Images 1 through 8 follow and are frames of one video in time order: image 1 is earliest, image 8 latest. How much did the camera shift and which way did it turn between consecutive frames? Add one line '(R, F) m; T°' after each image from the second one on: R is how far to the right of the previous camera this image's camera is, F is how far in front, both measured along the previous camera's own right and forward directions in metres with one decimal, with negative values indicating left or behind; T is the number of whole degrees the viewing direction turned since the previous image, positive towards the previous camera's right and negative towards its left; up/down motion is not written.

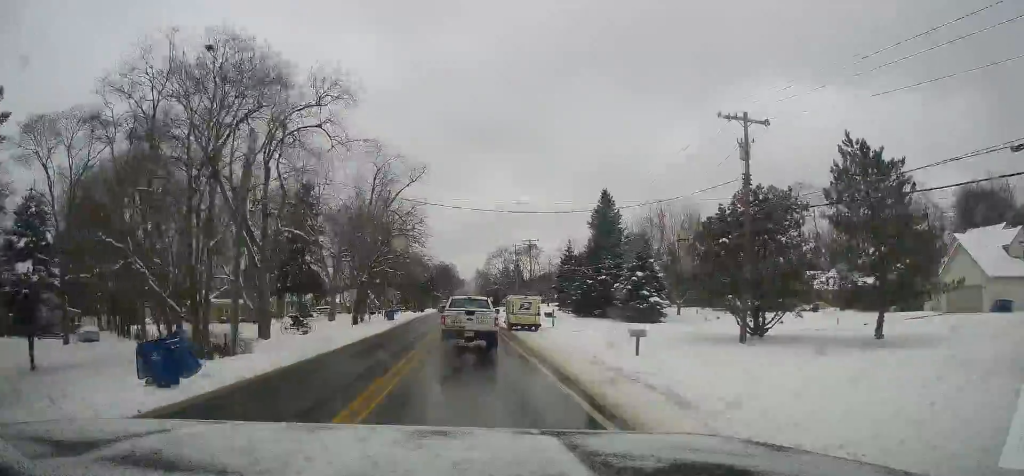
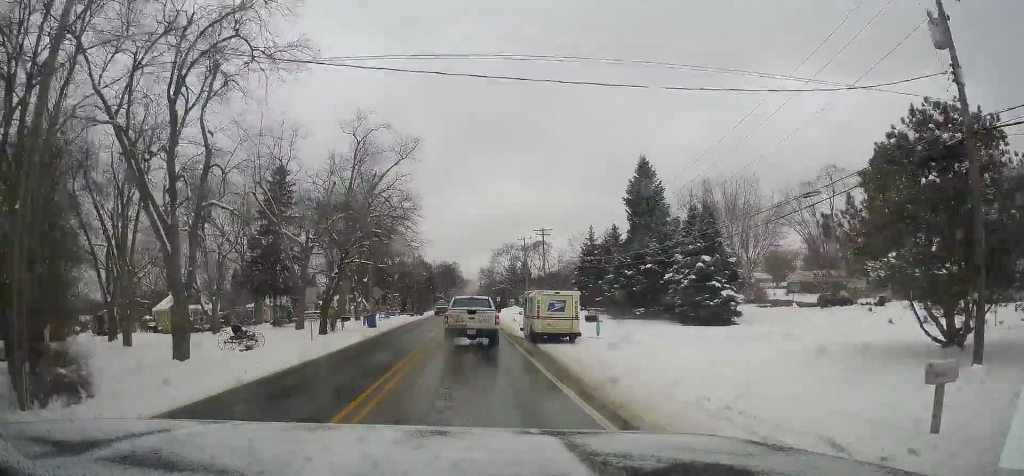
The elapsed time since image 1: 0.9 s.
(-0.5, +13.0) m; -1°
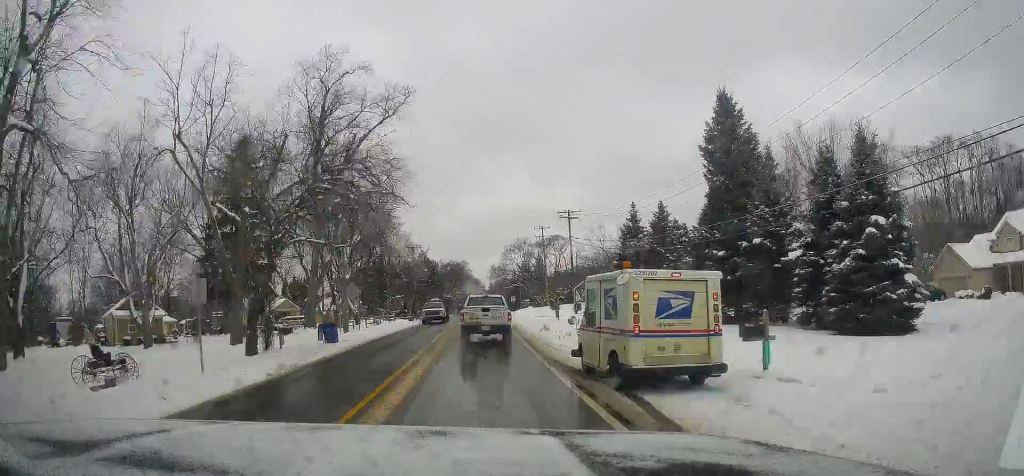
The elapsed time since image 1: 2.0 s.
(+0.2, +14.8) m; -1°
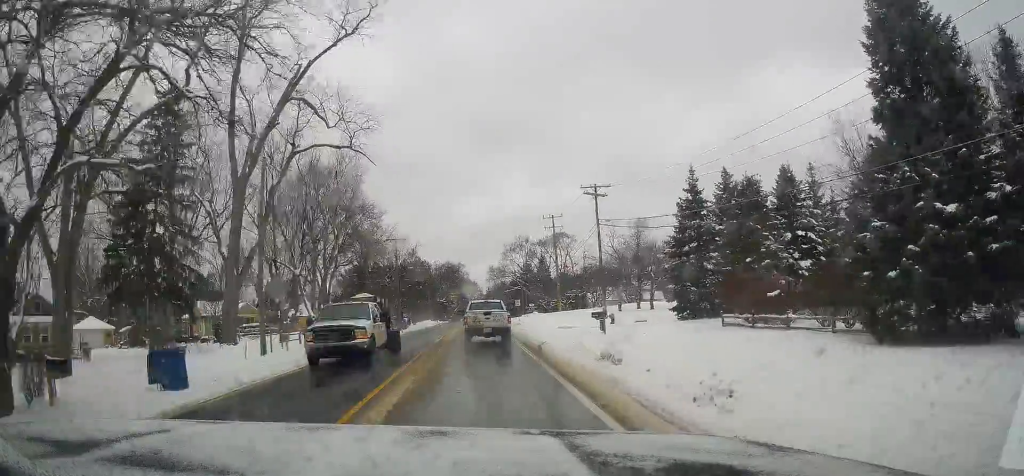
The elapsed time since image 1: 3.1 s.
(-0.4, +15.5) m; +1°
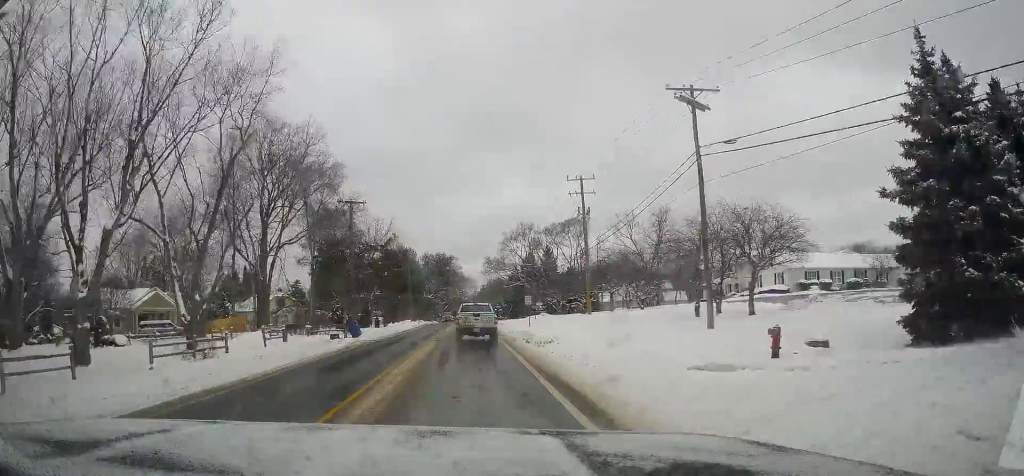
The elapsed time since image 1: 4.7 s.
(-0.1, +21.7) m; -1°
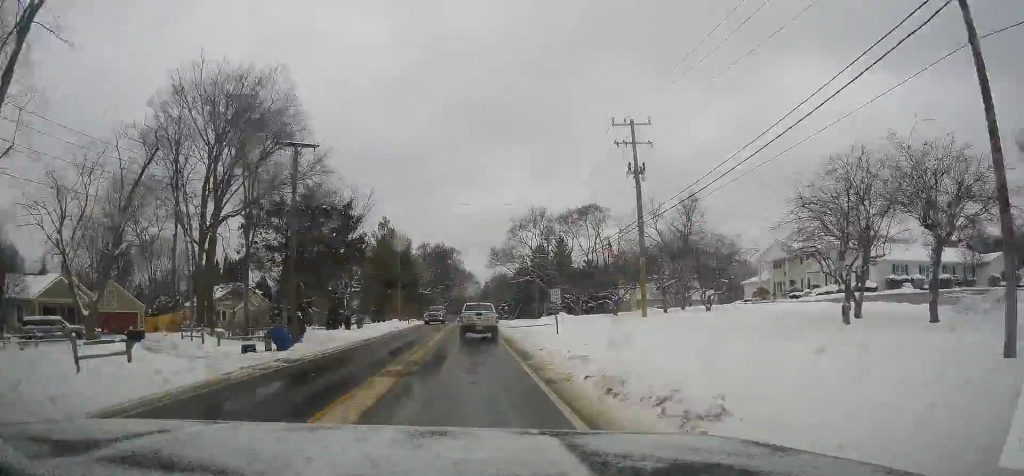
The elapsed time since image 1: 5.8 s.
(+0.3, +14.9) m; +1°
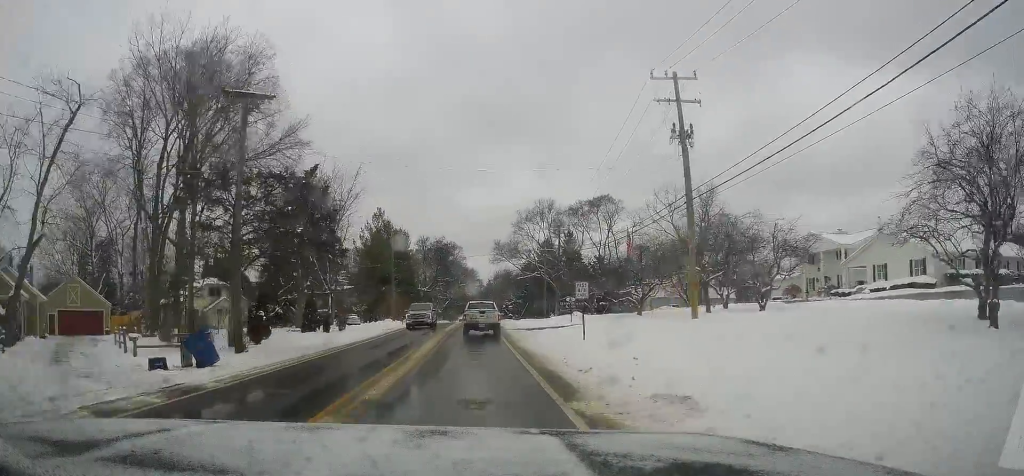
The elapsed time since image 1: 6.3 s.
(0.0, +7.6) m; 0°
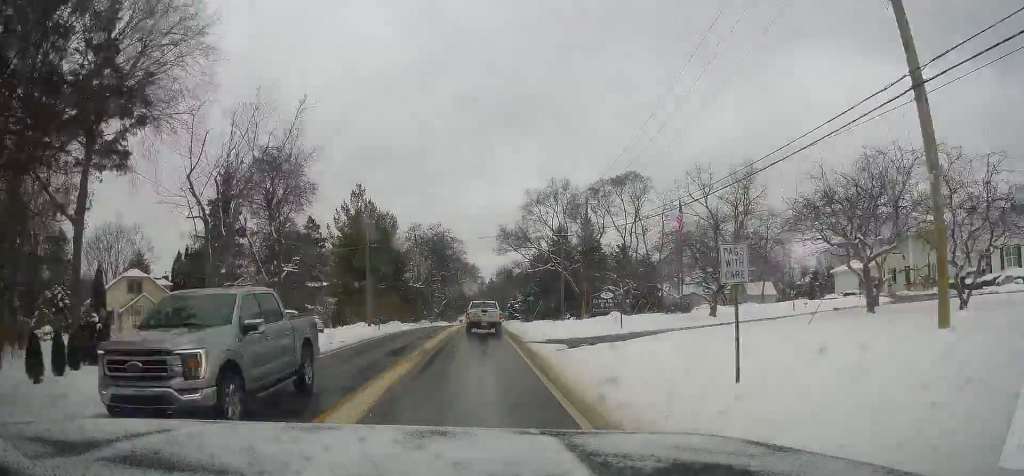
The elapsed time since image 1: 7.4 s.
(-0.1, +15.5) m; -1°
